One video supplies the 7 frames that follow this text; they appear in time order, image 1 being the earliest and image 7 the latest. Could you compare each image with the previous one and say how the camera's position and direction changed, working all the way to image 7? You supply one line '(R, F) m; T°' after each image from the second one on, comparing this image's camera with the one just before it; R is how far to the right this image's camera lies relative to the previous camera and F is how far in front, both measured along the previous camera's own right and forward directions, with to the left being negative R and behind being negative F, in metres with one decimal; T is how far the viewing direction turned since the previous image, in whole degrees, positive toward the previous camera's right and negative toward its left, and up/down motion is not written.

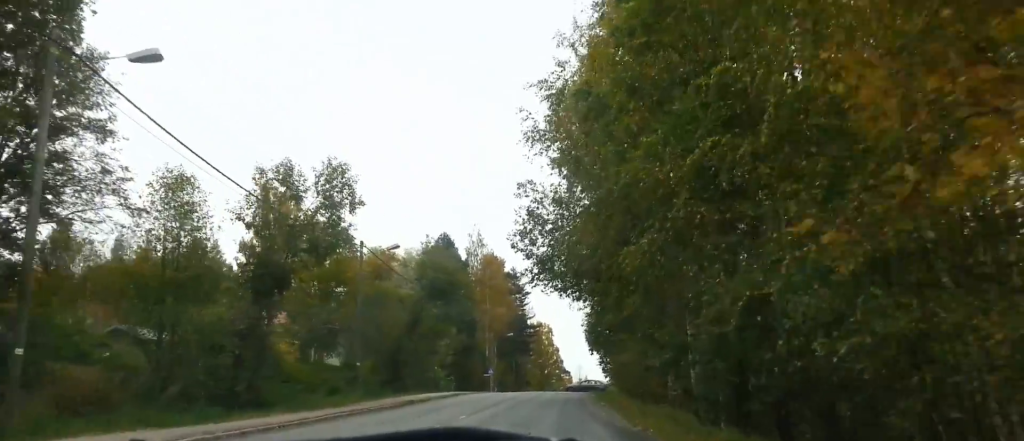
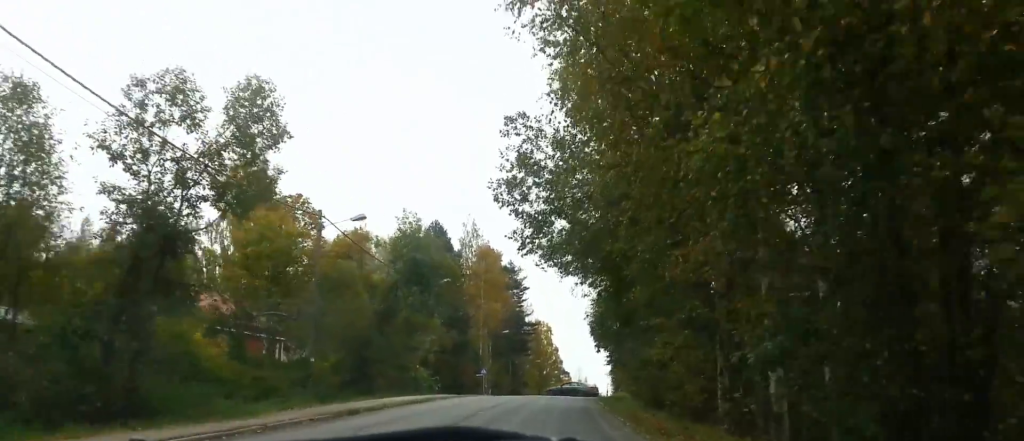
(+0.2, +8.3) m; 0°
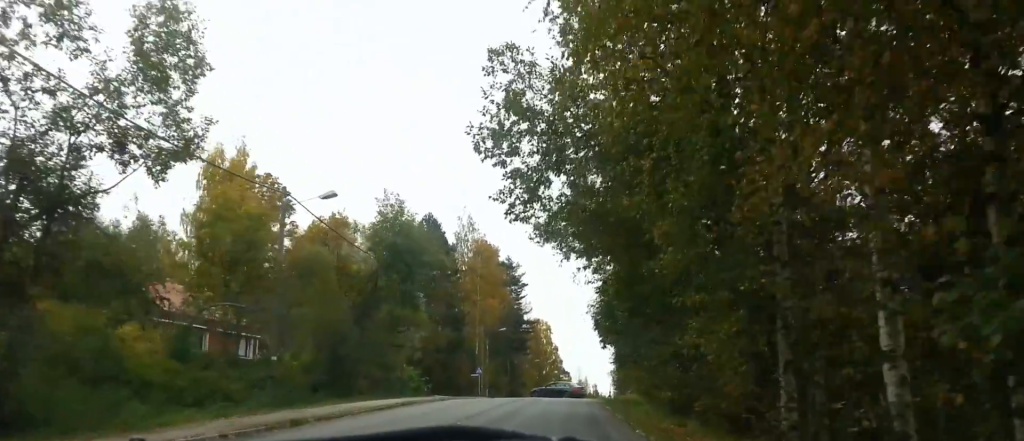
(+0.2, +4.9) m; 0°
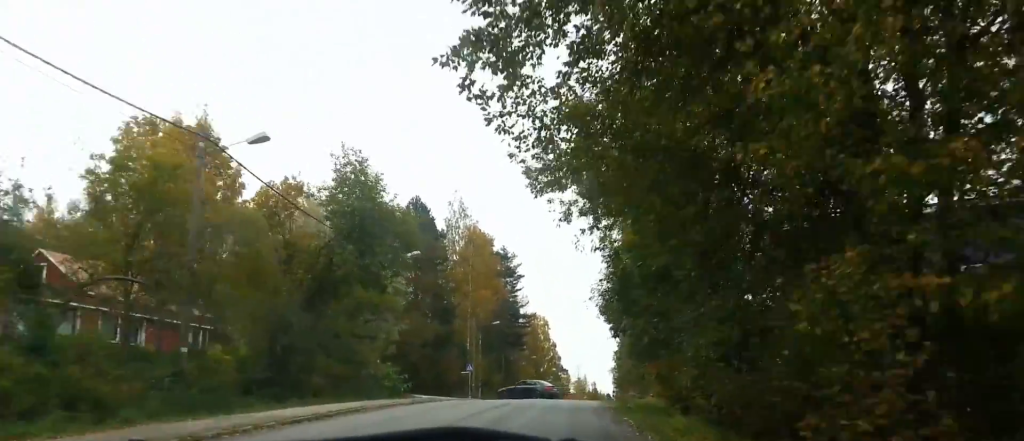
(-0.2, +7.5) m; 0°
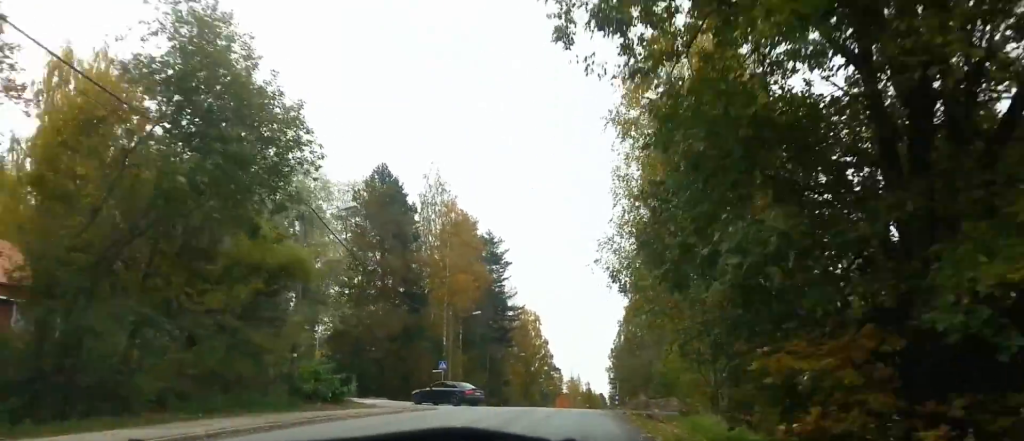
(+0.2, +13.4) m; 0°
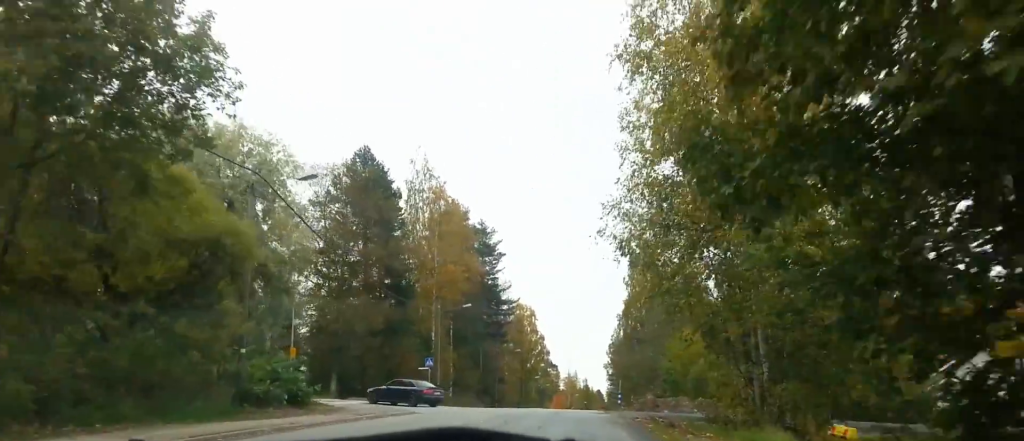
(-0.1, +5.2) m; -1°
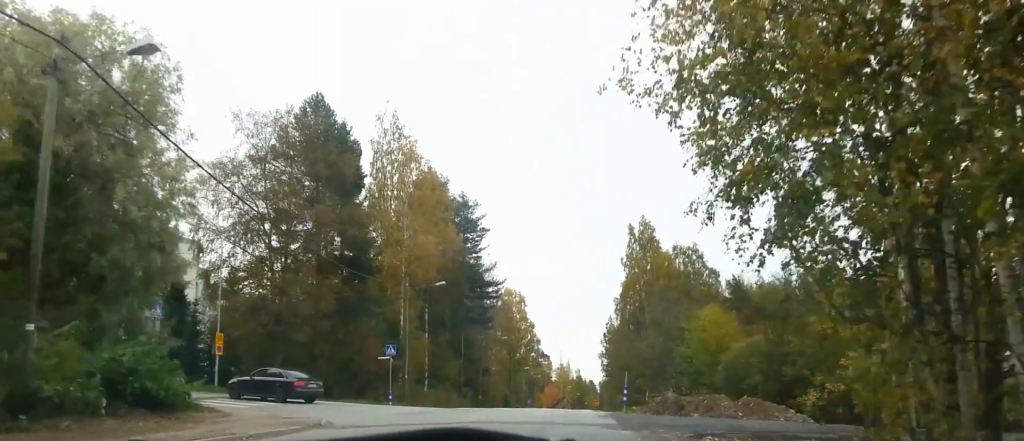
(-0.4, +11.8) m; -1°
